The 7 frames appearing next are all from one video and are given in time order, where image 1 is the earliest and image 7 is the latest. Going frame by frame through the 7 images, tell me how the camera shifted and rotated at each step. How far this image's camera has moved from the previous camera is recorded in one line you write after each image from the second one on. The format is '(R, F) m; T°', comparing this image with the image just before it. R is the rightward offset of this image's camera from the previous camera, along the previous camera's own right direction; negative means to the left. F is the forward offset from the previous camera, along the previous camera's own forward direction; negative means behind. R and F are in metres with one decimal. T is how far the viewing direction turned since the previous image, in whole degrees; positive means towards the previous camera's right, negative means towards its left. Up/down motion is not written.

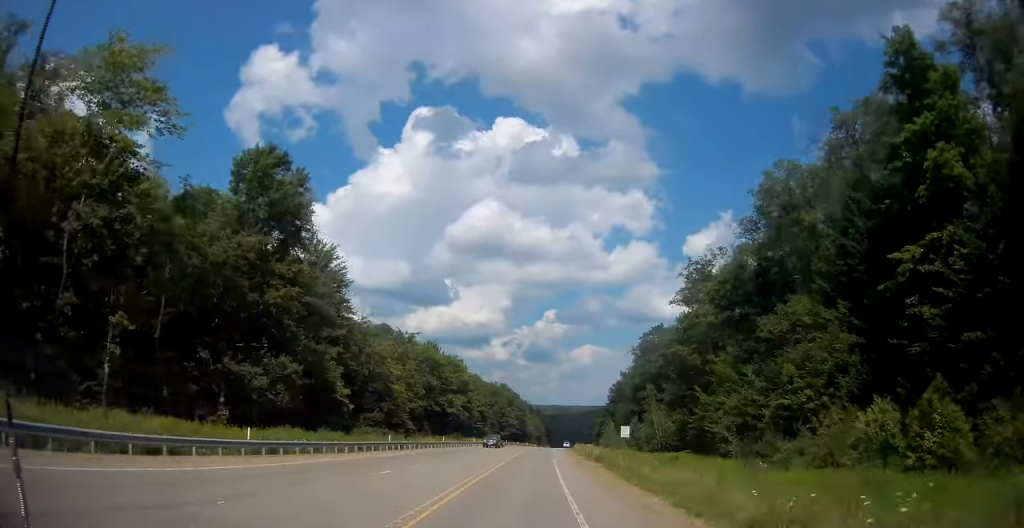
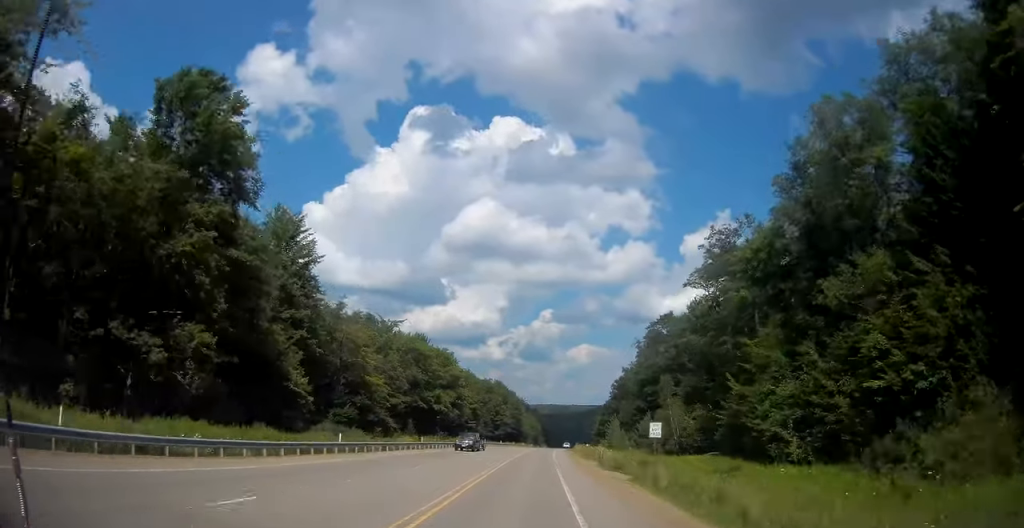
(-0.1, +11.3) m; 0°
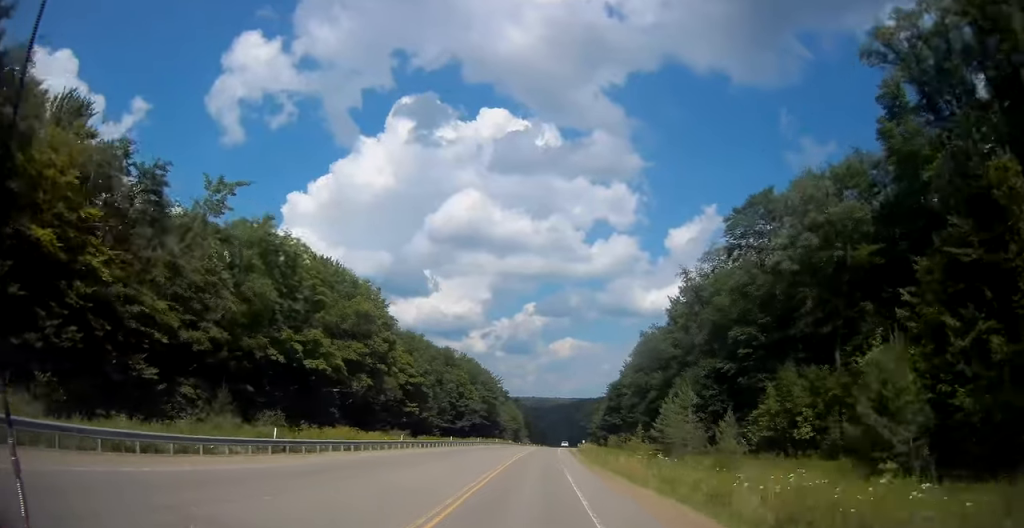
(+0.7, +54.5) m; +2°
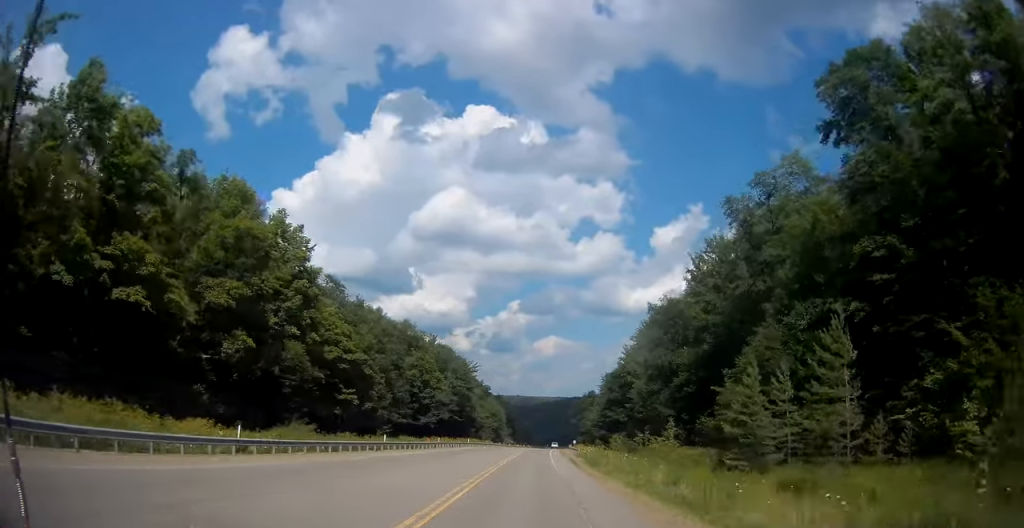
(+0.2, +25.2) m; +1°
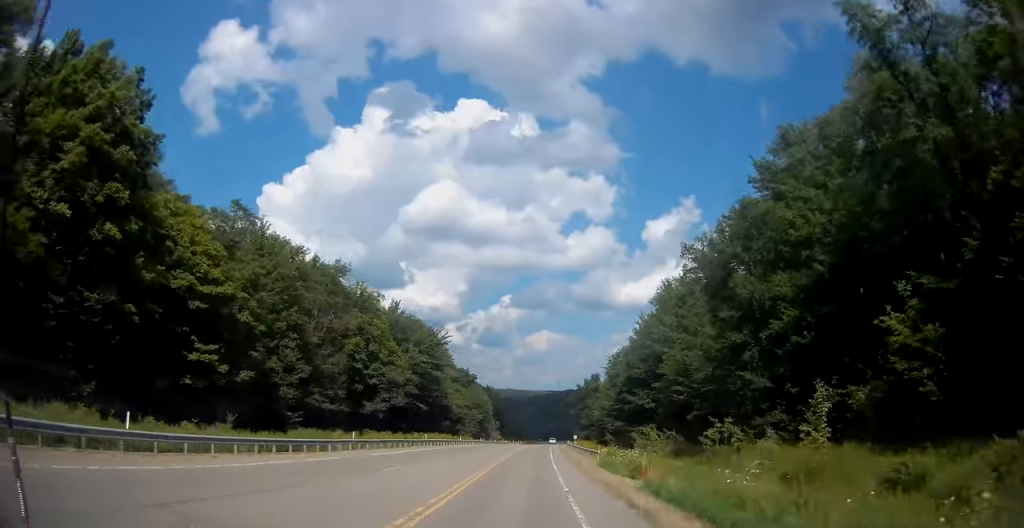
(+0.4, +29.7) m; +1°
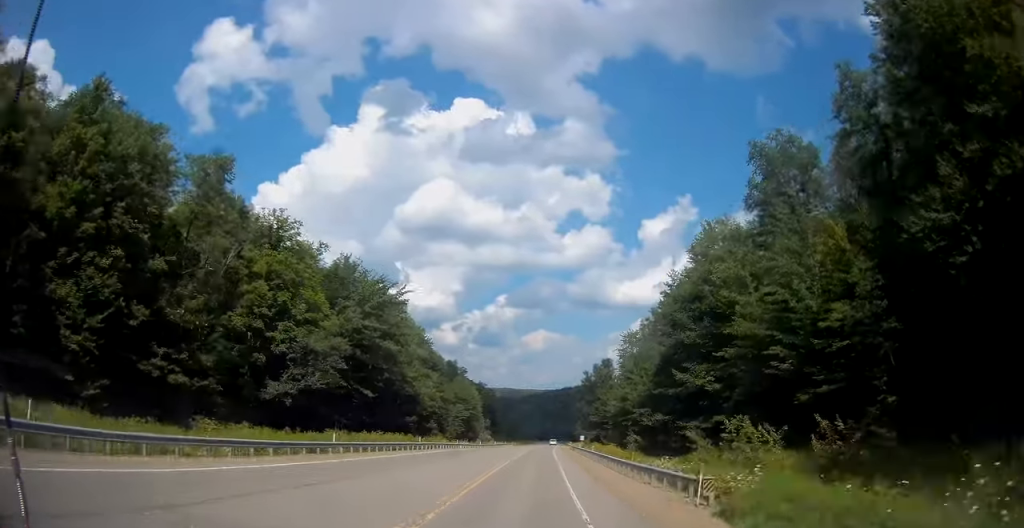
(0.0, +27.1) m; +1°
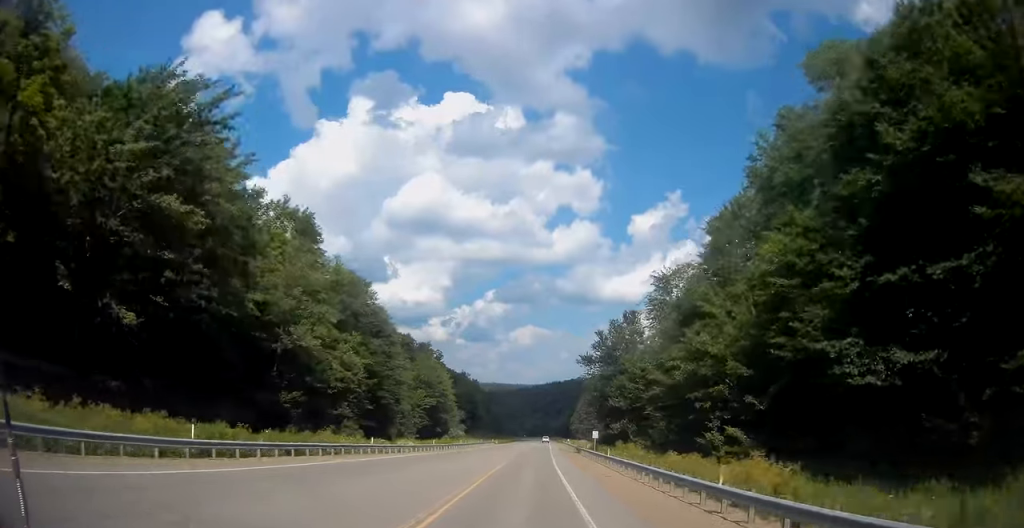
(+0.6, +37.2) m; +2°
